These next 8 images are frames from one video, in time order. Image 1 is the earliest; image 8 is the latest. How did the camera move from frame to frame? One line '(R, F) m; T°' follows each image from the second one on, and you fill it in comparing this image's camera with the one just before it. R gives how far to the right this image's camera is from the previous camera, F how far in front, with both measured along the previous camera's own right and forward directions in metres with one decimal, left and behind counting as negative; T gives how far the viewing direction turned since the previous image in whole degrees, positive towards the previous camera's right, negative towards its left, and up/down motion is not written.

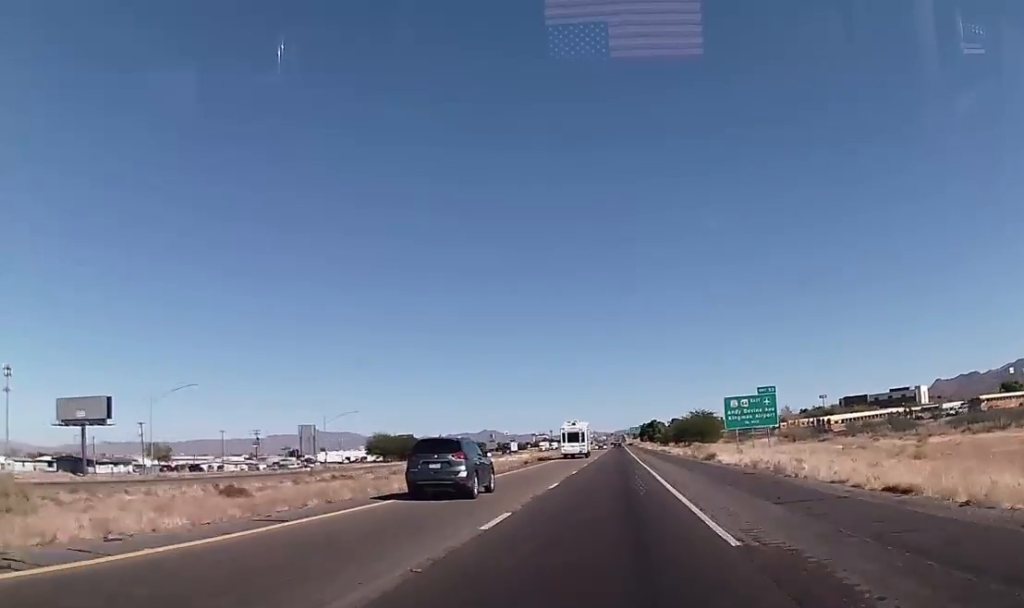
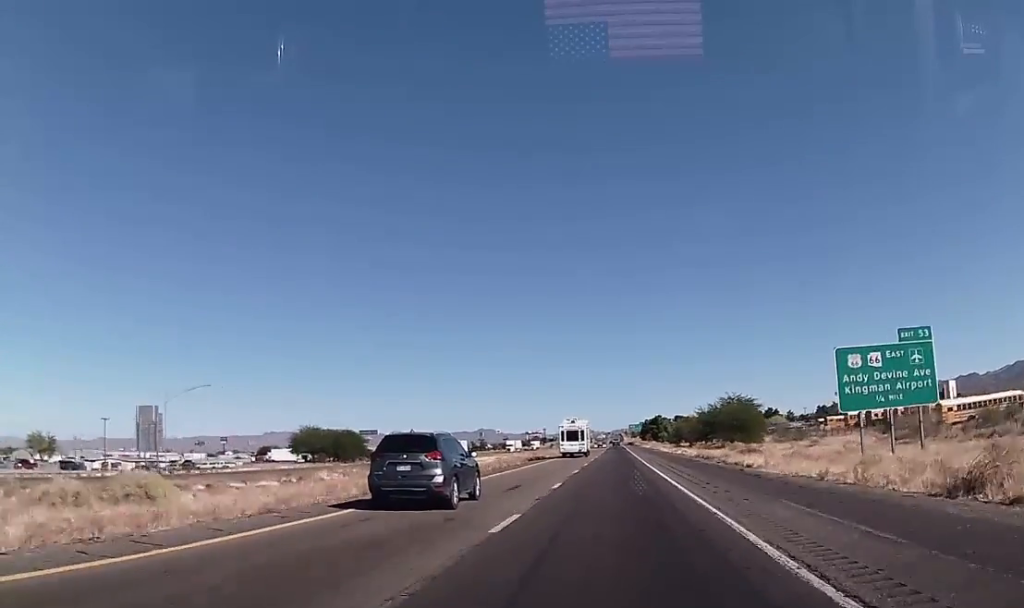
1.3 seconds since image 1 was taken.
(-0.3, +50.0) m; -1°
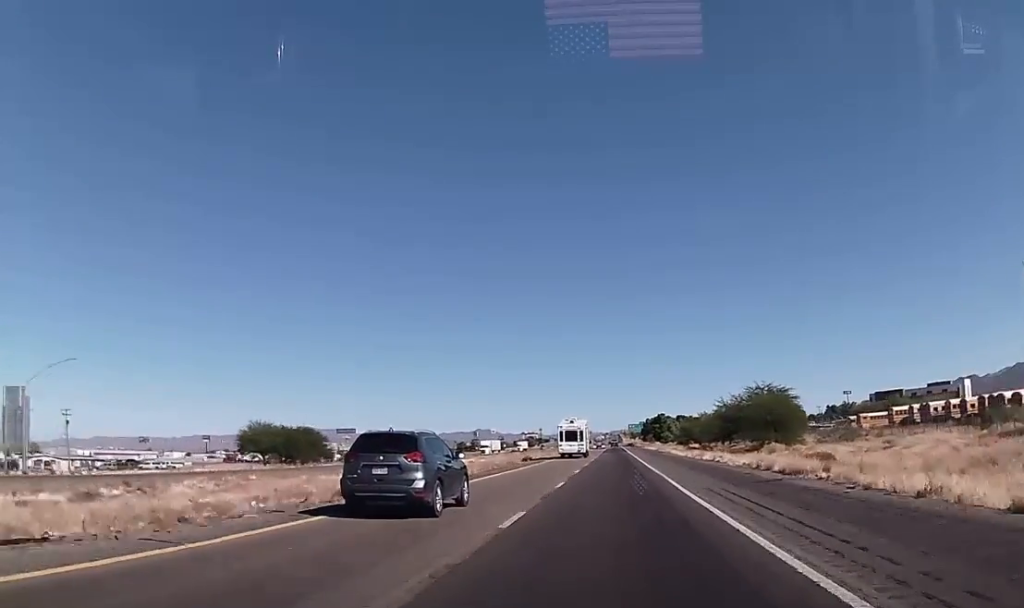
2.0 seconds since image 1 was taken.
(0.0, +23.8) m; 0°
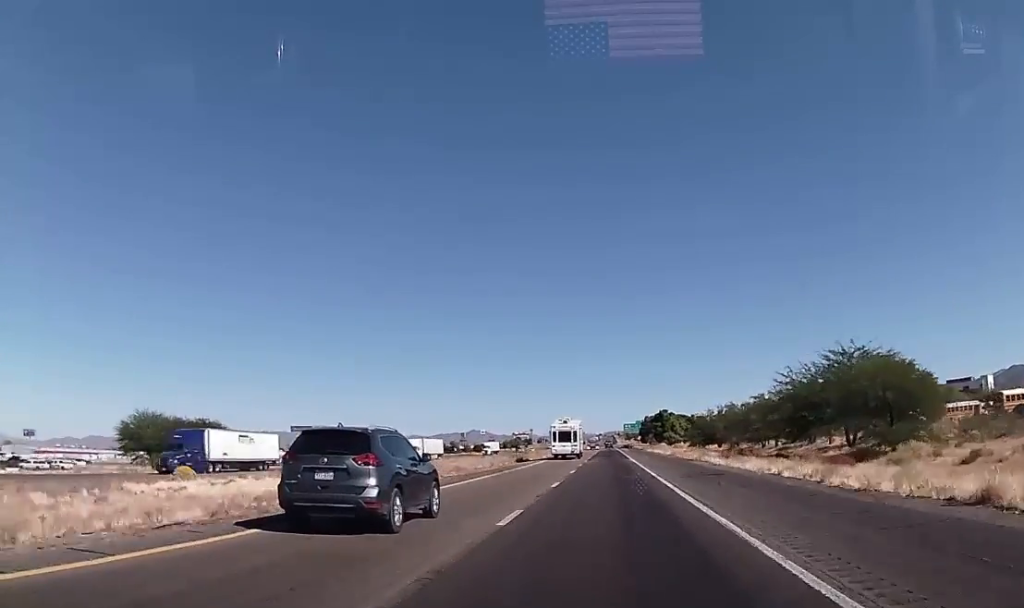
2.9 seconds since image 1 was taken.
(0.0, +36.3) m; 0°
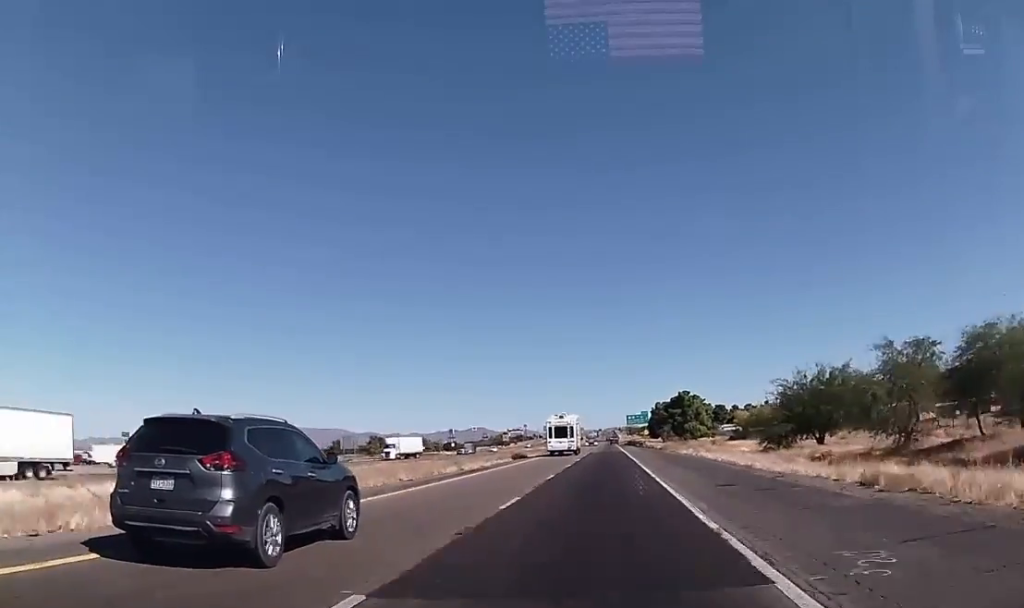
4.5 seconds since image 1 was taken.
(+0.1, +57.4) m; +1°
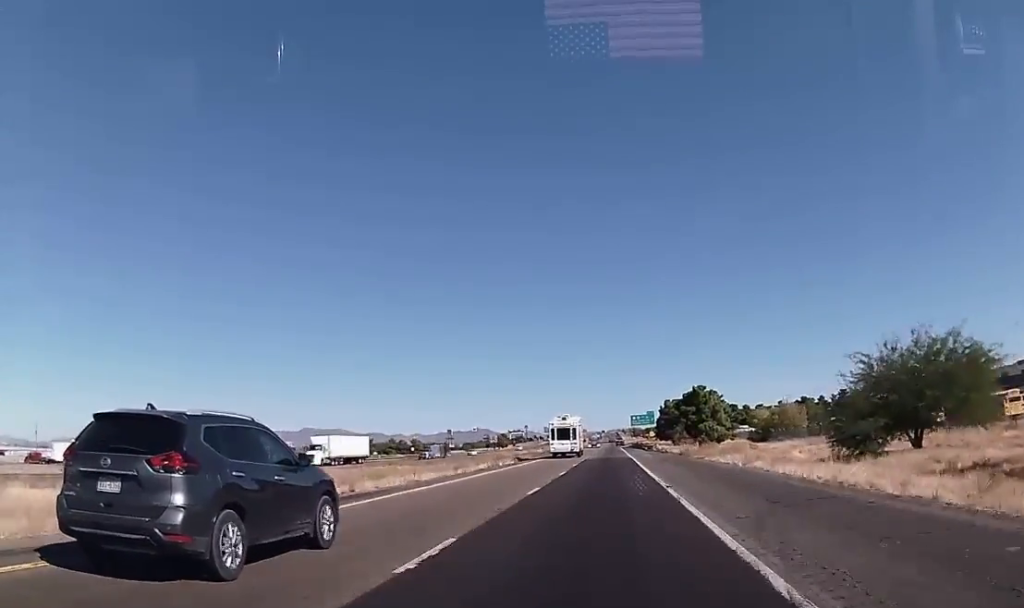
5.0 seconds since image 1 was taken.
(+0.3, +19.8) m; 0°
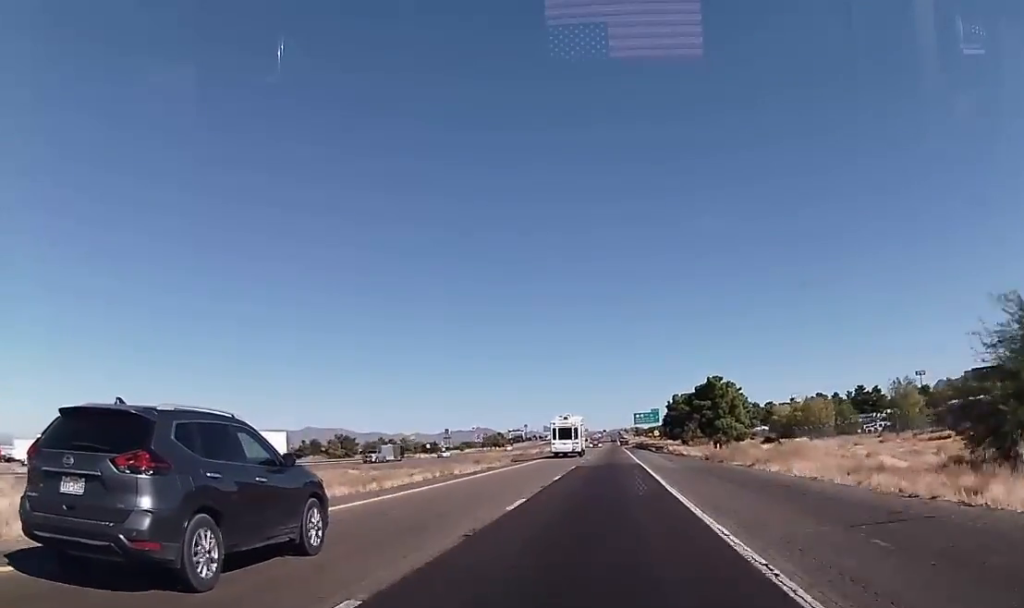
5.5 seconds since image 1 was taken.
(+0.1, +17.3) m; 0°
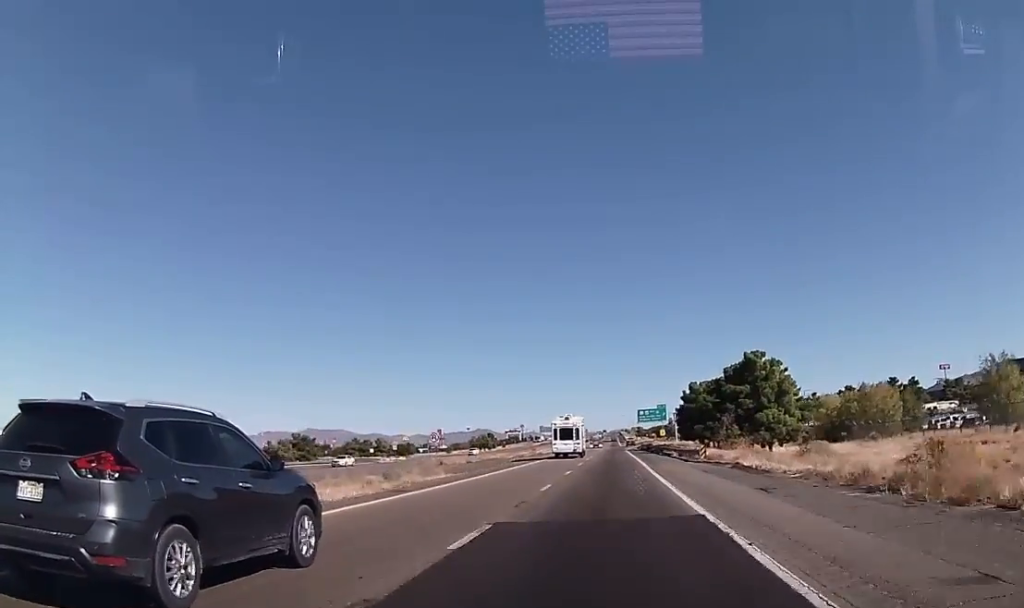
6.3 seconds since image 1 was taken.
(-0.4, +30.7) m; -1°
